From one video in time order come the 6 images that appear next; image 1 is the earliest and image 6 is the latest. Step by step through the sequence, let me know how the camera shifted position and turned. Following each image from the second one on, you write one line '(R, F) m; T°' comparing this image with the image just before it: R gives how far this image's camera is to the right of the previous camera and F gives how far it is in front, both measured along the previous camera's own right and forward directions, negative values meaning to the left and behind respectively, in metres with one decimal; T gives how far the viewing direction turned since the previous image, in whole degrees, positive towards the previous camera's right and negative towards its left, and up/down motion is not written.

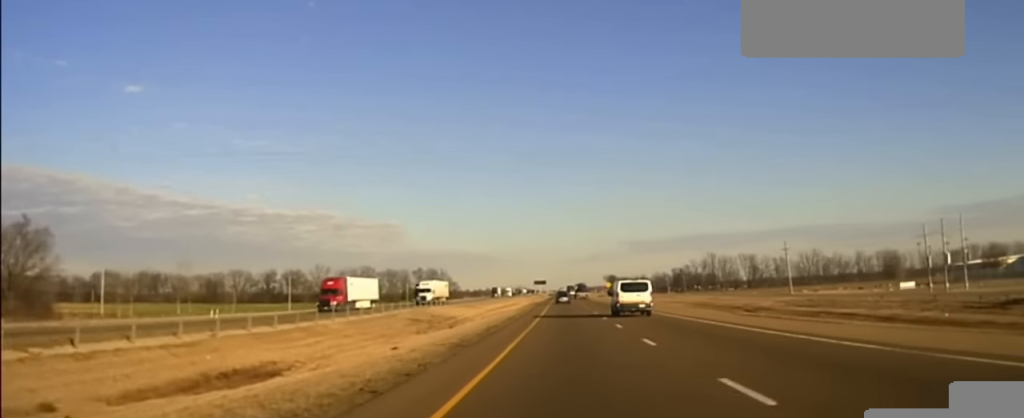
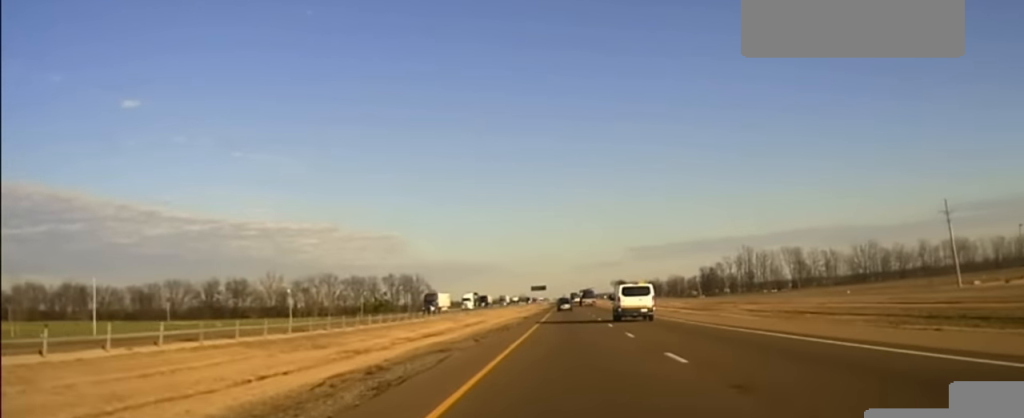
(-1.7, +105.8) m; -1°
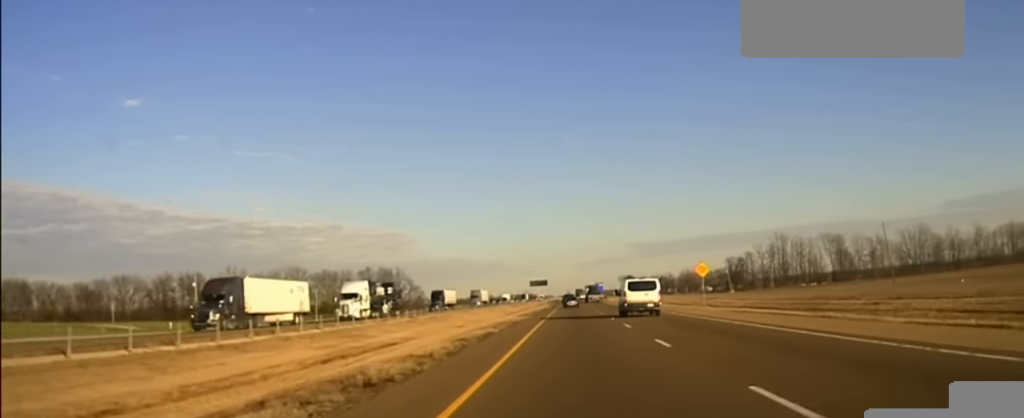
(+0.2, +54.8) m; 0°
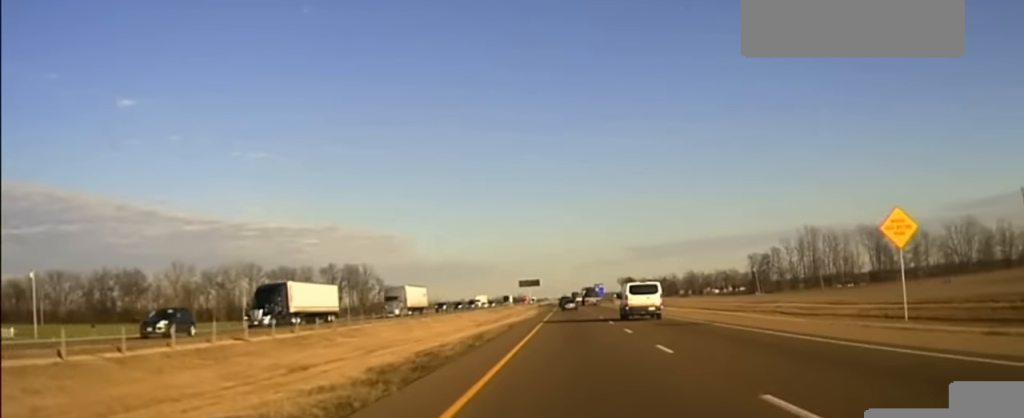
(-0.1, +37.4) m; 0°
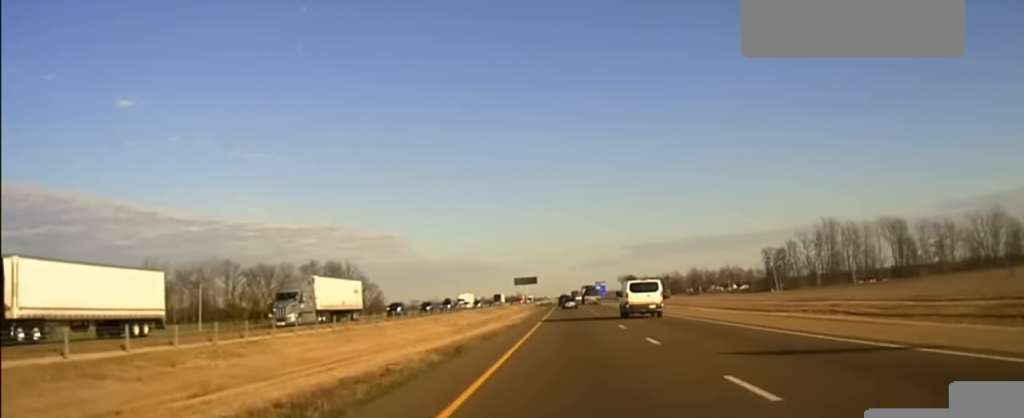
(0.0, +19.2) m; 0°
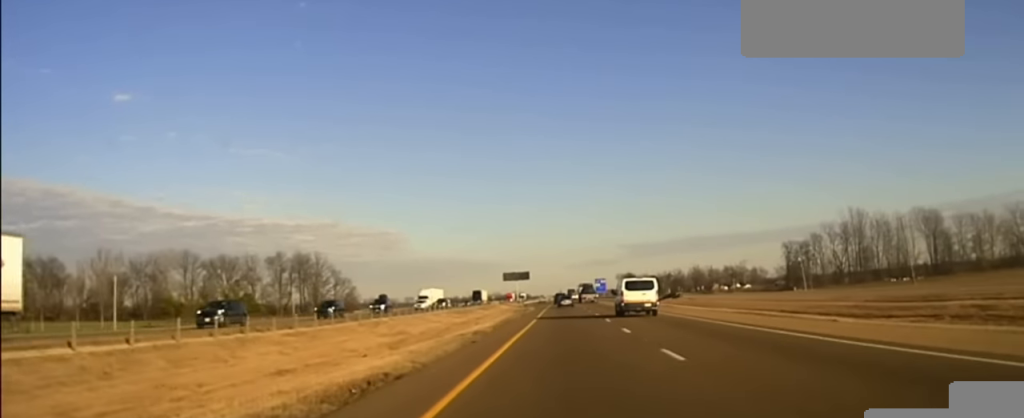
(+0.2, +25.5) m; 0°
